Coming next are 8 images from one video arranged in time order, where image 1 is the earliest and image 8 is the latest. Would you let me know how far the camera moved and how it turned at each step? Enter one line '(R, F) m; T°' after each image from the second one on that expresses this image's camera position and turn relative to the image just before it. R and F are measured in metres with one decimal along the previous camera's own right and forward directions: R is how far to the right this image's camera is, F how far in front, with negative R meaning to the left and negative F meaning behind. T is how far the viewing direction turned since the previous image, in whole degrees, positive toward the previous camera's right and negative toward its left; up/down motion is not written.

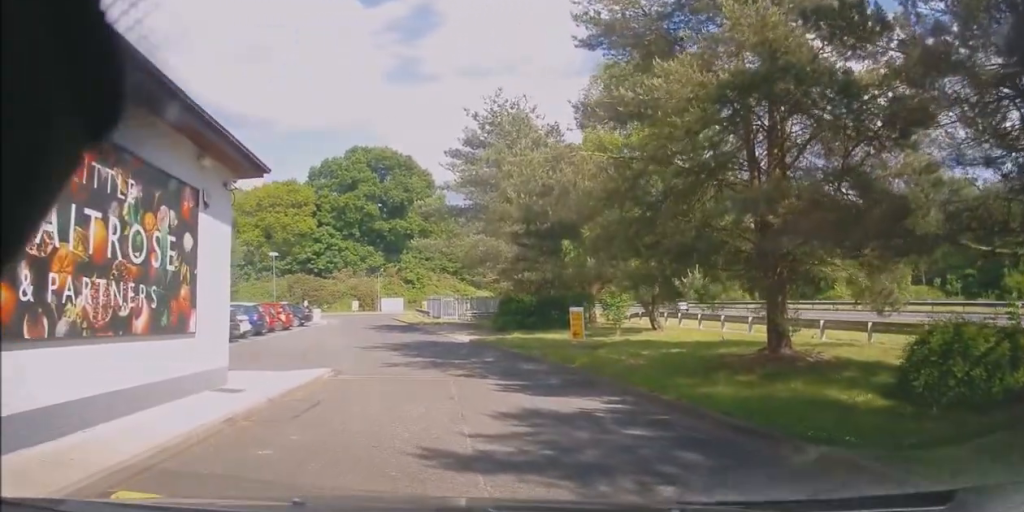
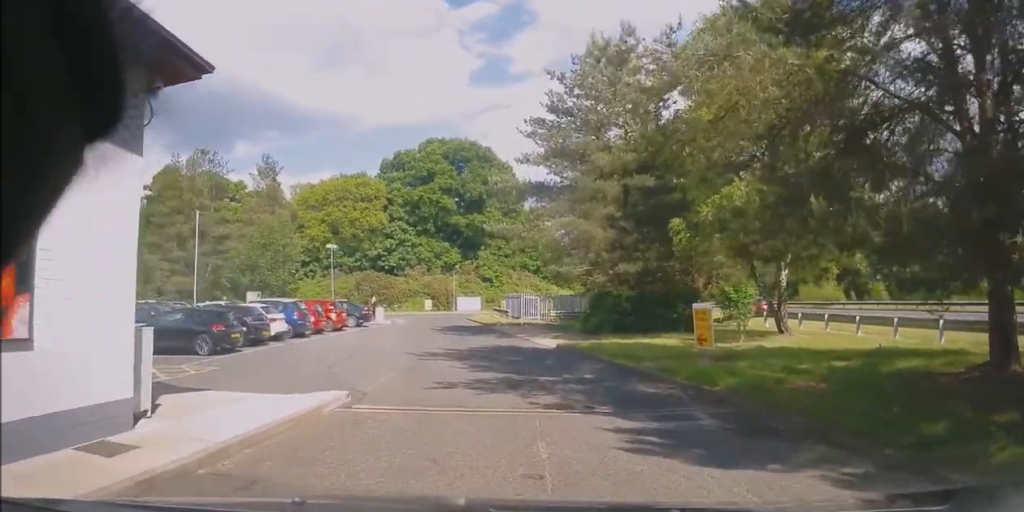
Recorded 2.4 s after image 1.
(-0.8, +5.1) m; -8°
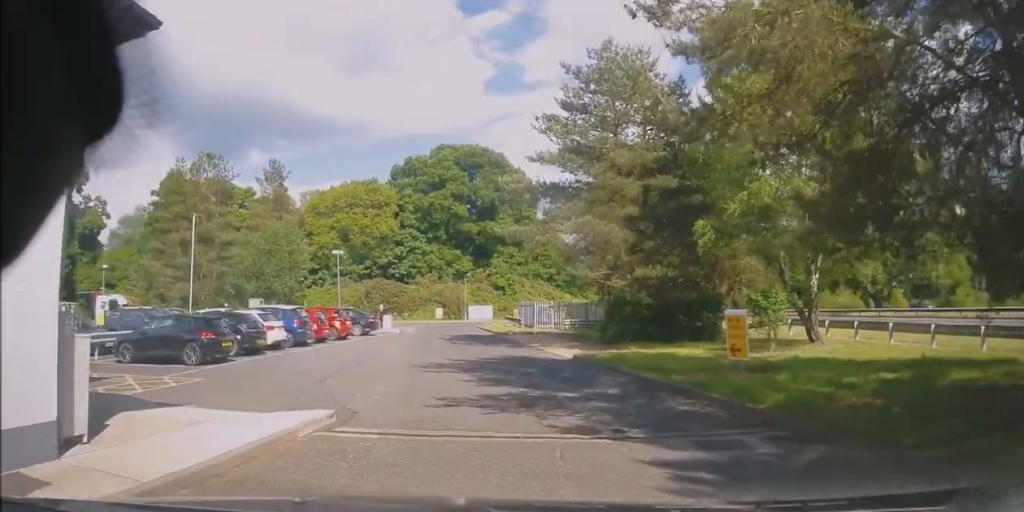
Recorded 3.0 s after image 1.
(+0.1, +1.6) m; +7°
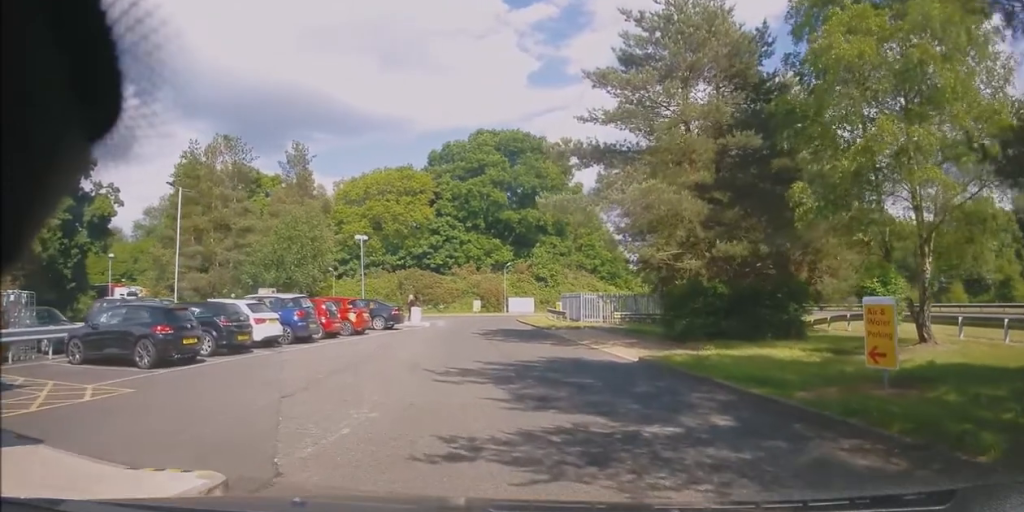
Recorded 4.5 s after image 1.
(+0.5, +4.3) m; -5°
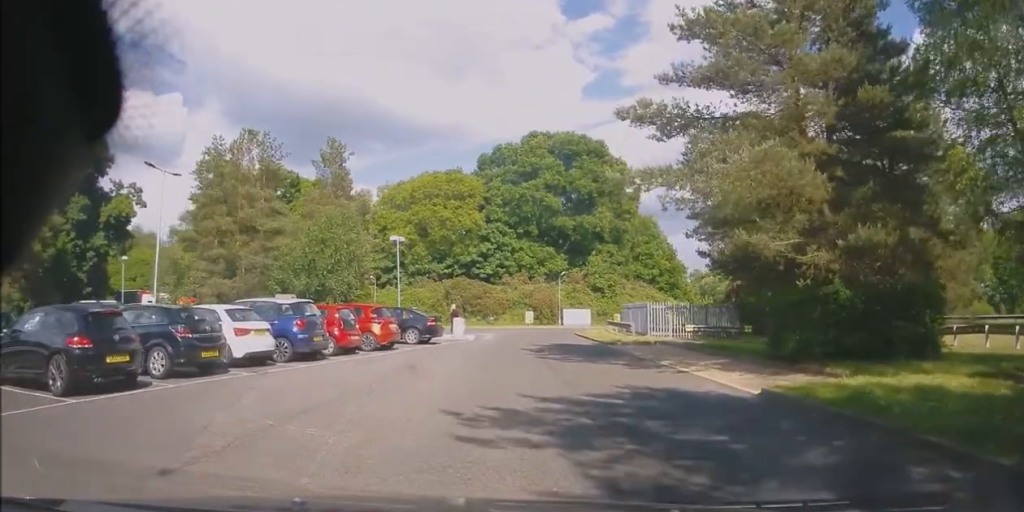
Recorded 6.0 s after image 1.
(-0.8, +4.7) m; -11°
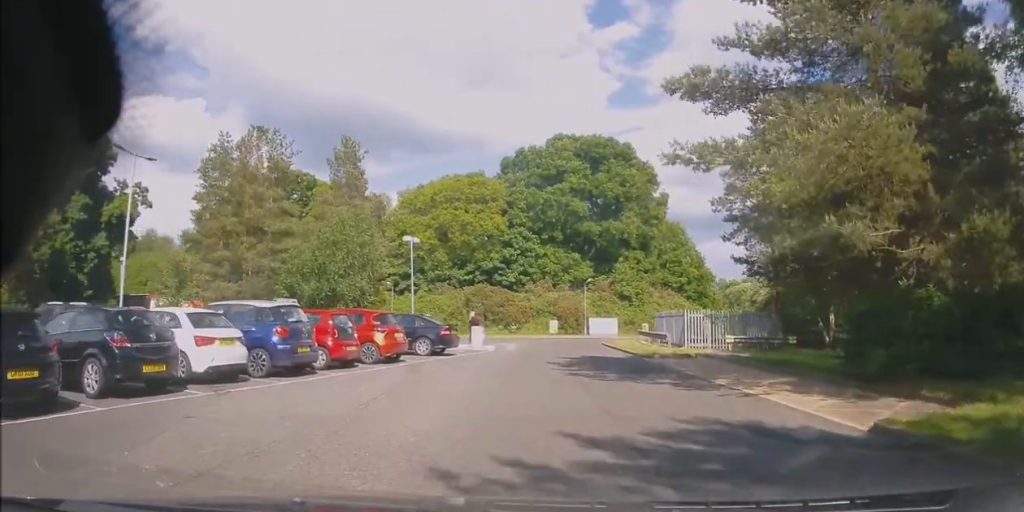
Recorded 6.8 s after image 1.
(0.0, +2.9) m; 0°
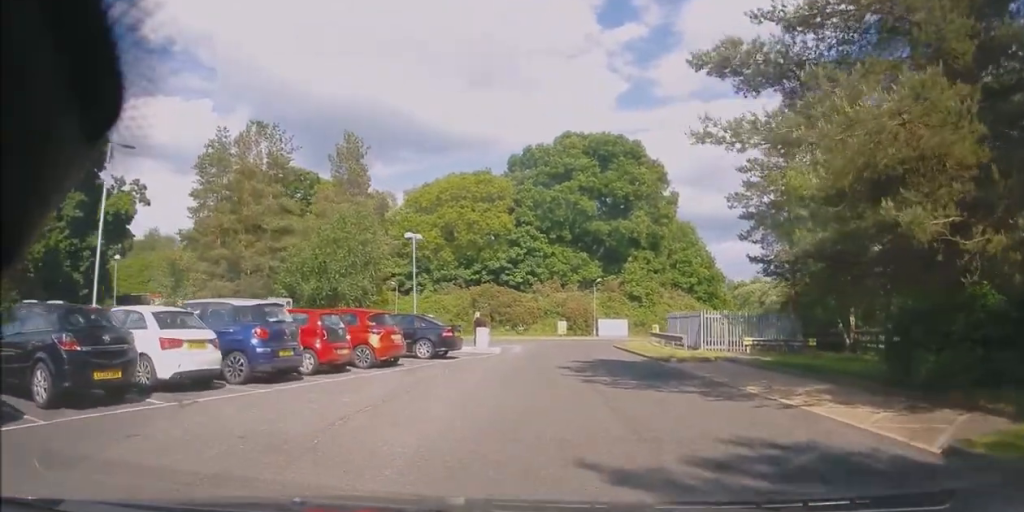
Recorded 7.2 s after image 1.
(0.0, +1.5) m; 0°
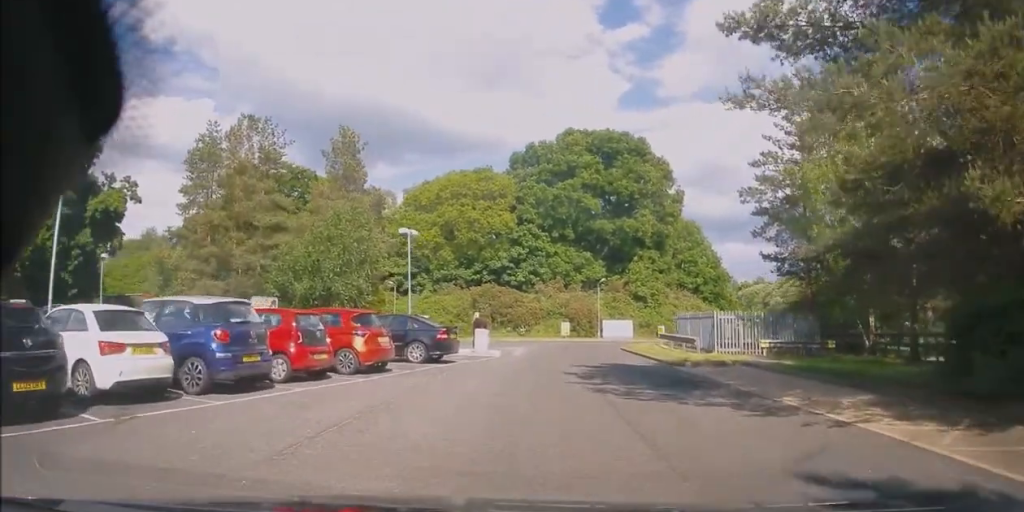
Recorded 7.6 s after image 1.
(0.0, +1.7) m; 0°
